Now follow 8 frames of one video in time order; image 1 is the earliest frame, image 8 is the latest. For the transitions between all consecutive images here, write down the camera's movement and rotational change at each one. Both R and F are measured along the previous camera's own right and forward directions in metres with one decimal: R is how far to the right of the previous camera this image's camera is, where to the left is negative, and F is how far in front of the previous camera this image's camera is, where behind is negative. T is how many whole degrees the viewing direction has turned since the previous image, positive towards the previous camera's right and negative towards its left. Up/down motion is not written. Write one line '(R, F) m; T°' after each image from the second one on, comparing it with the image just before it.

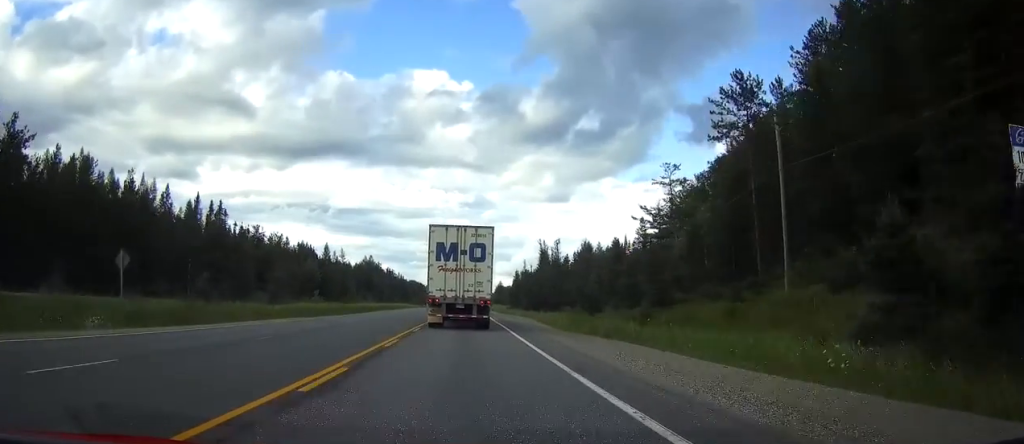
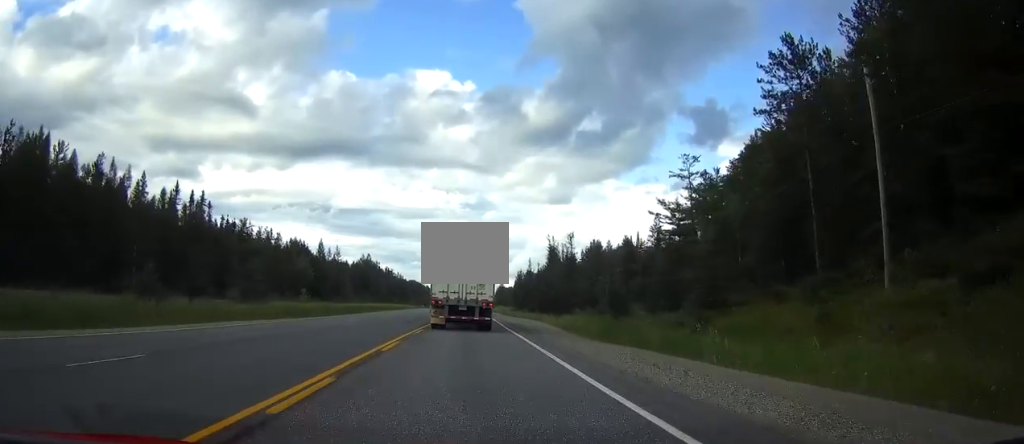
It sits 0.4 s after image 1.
(0.0, +10.9) m; 0°
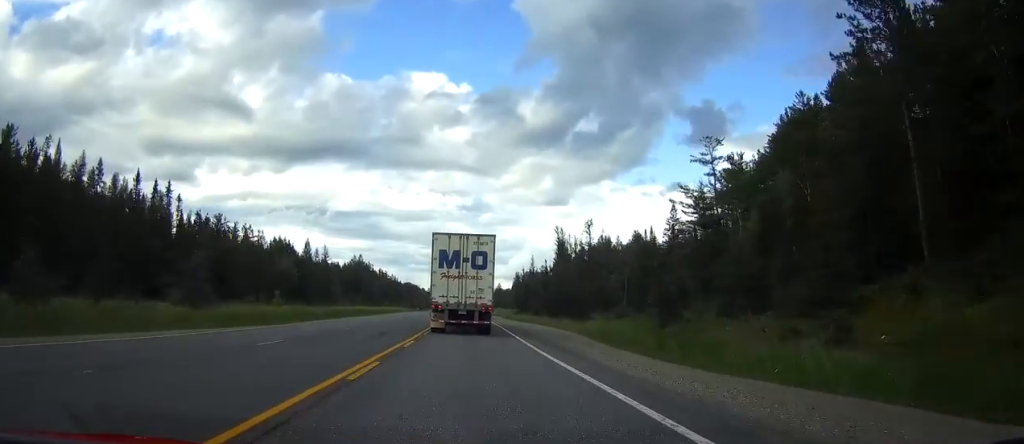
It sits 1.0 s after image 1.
(0.0, +14.2) m; 0°
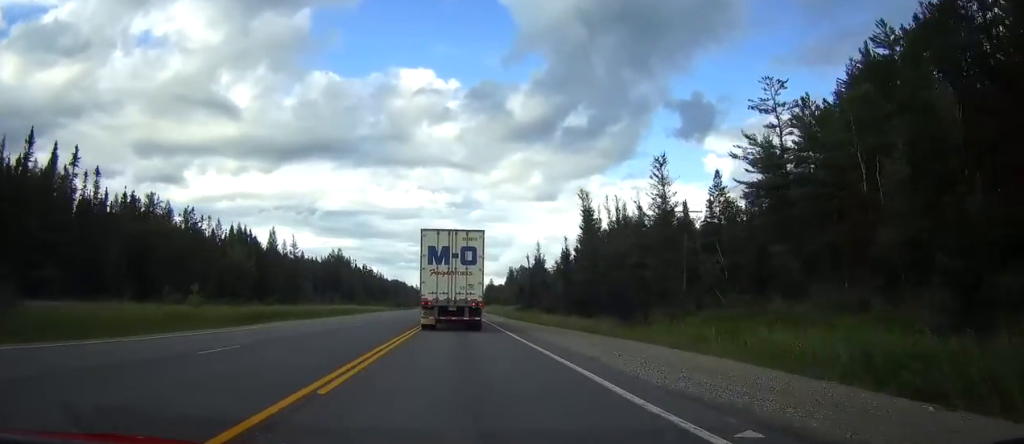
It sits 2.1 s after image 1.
(0.0, +27.5) m; 0°
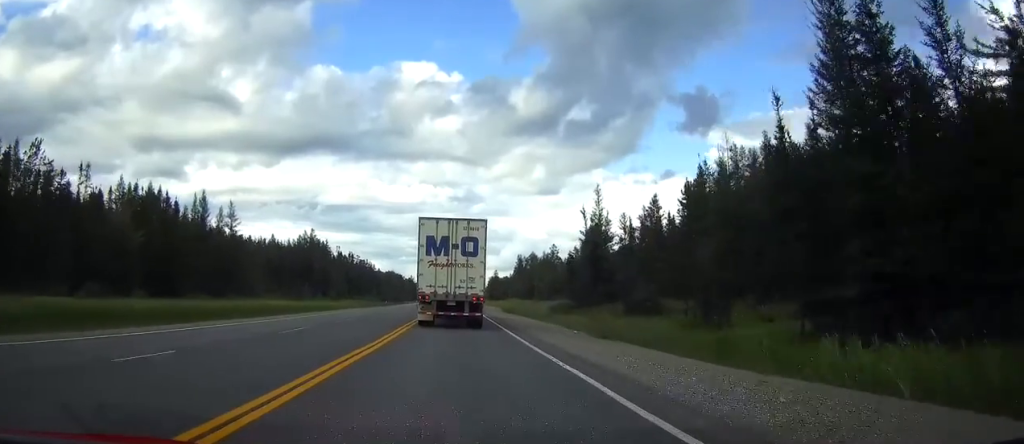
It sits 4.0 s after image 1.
(0.0, +48.2) m; 0°
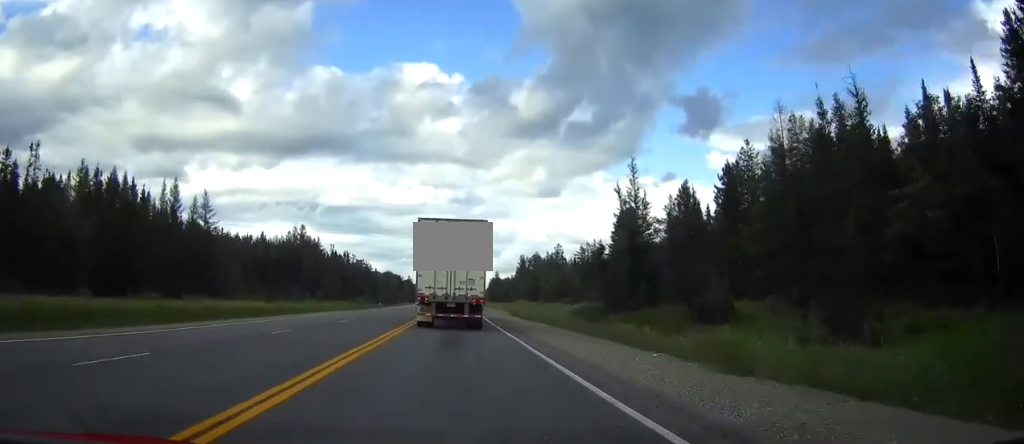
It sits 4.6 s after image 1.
(0.0, +13.3) m; 0°
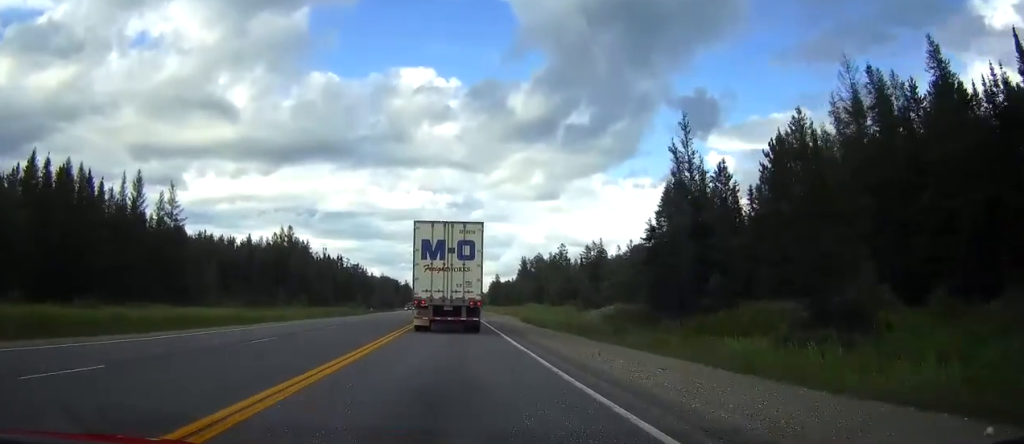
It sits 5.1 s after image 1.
(0.0, +13.3) m; 0°
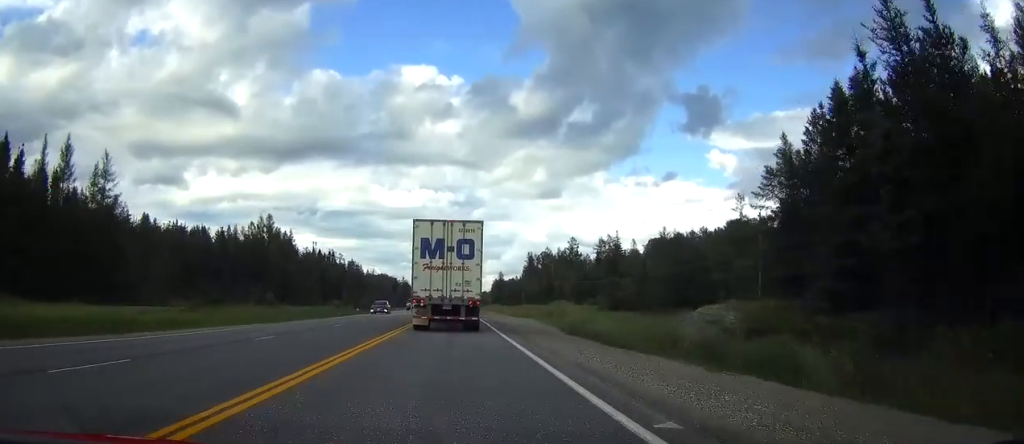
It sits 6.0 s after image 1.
(0.0, +21.6) m; 0°
